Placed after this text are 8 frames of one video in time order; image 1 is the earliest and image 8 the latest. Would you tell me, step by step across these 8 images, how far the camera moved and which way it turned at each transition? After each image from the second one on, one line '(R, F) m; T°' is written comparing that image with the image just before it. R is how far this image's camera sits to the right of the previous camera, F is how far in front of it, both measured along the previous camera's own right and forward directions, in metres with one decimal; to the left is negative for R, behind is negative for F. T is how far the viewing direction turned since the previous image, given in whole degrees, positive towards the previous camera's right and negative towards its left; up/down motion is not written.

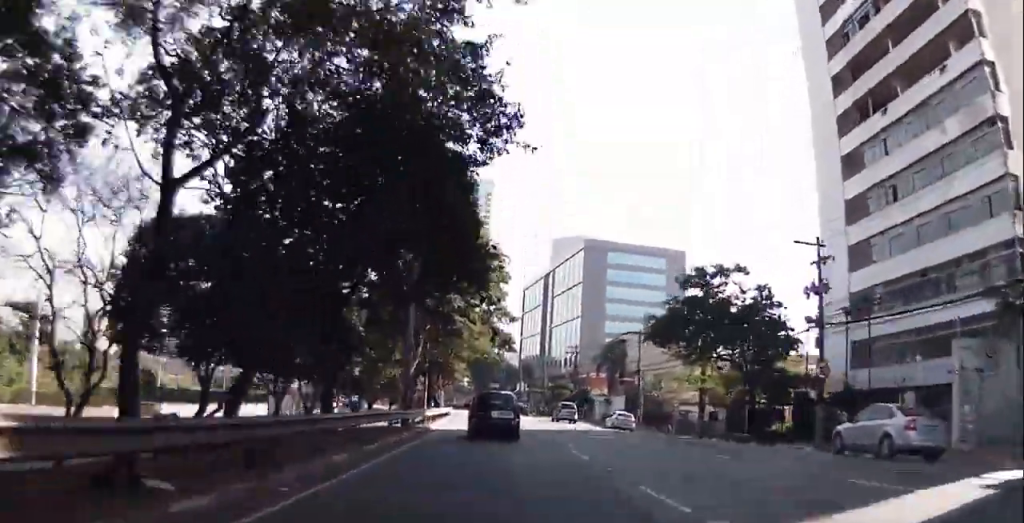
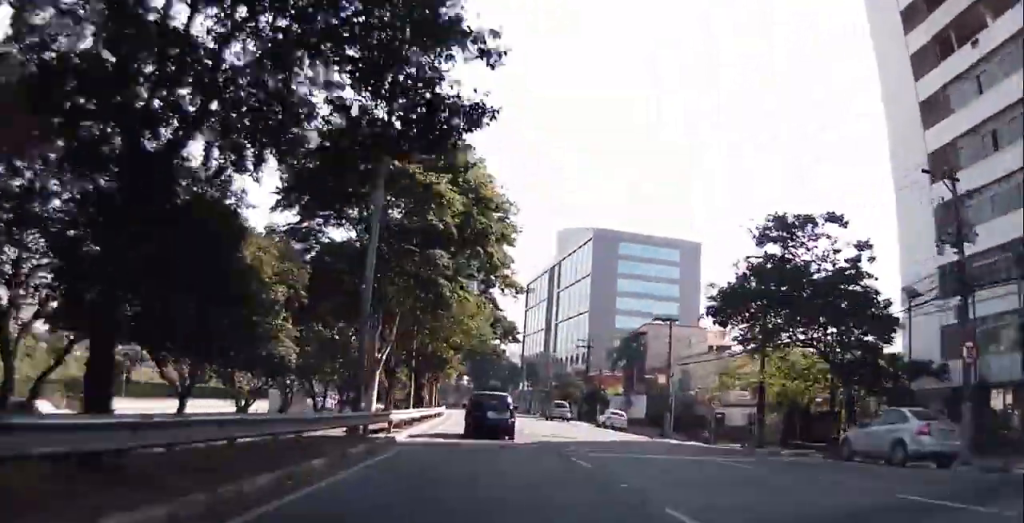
(-0.2, +10.8) m; 0°
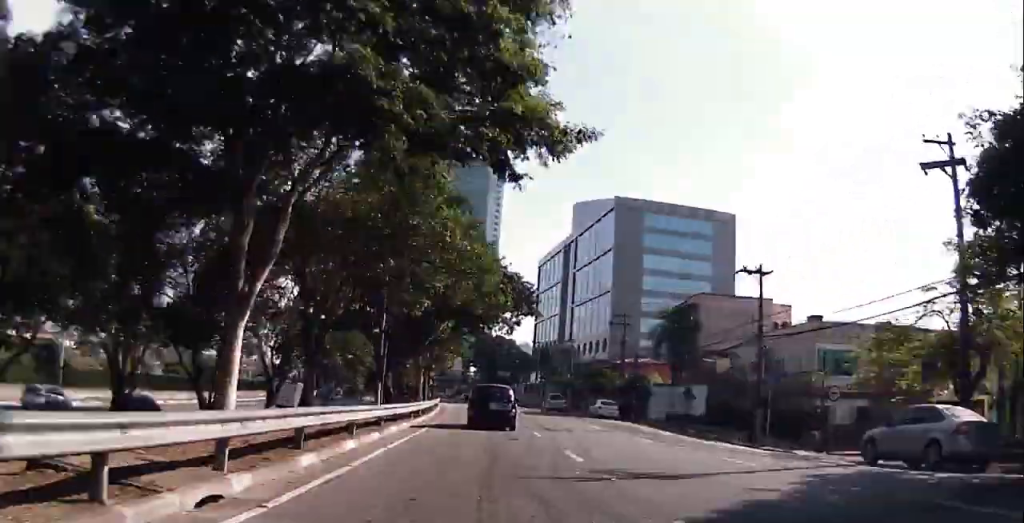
(+0.1, +16.3) m; -1°
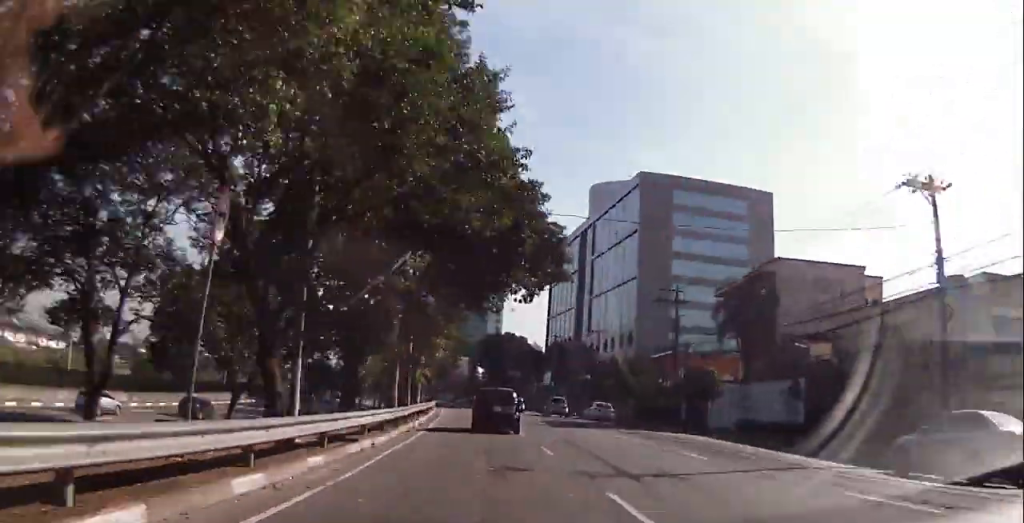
(-0.3, +14.4) m; -1°
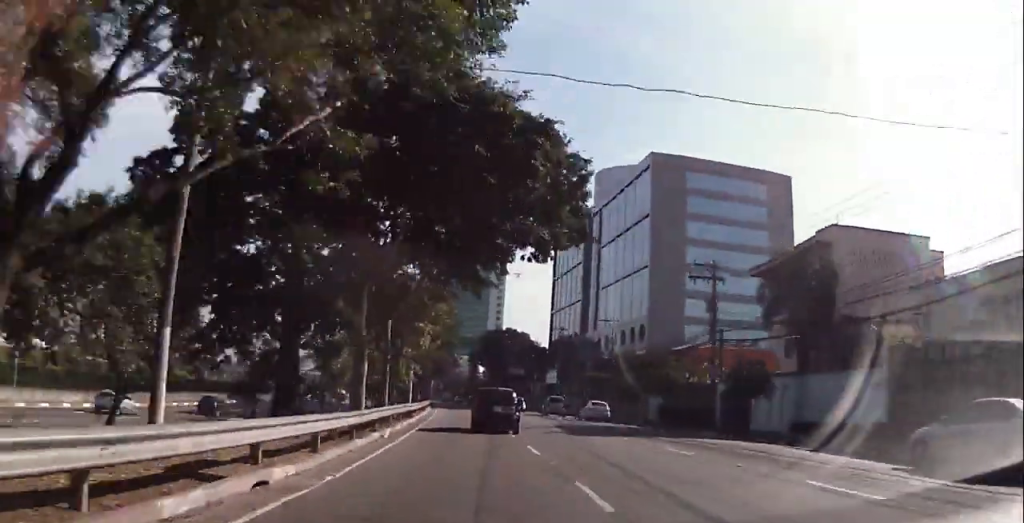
(-0.1, +7.6) m; -1°
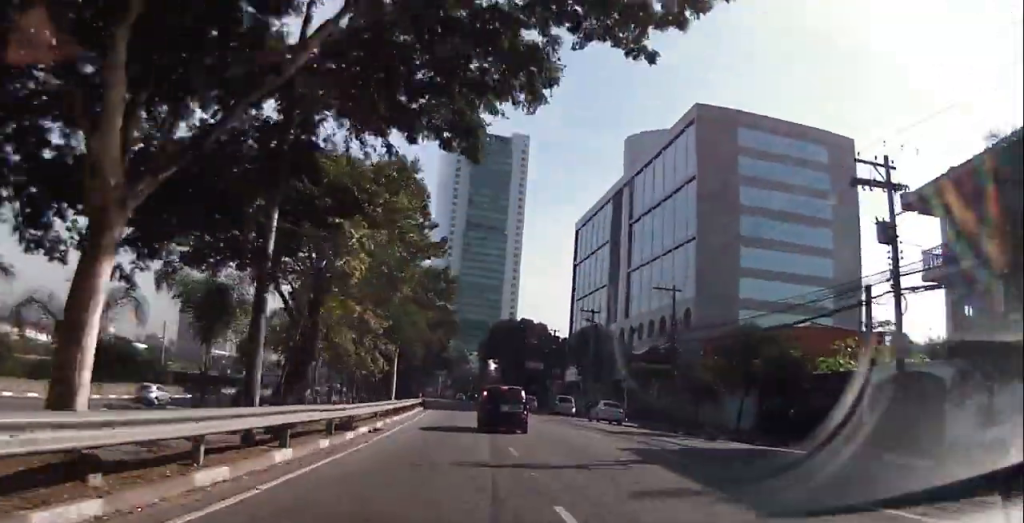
(+0.1, +16.8) m; -1°
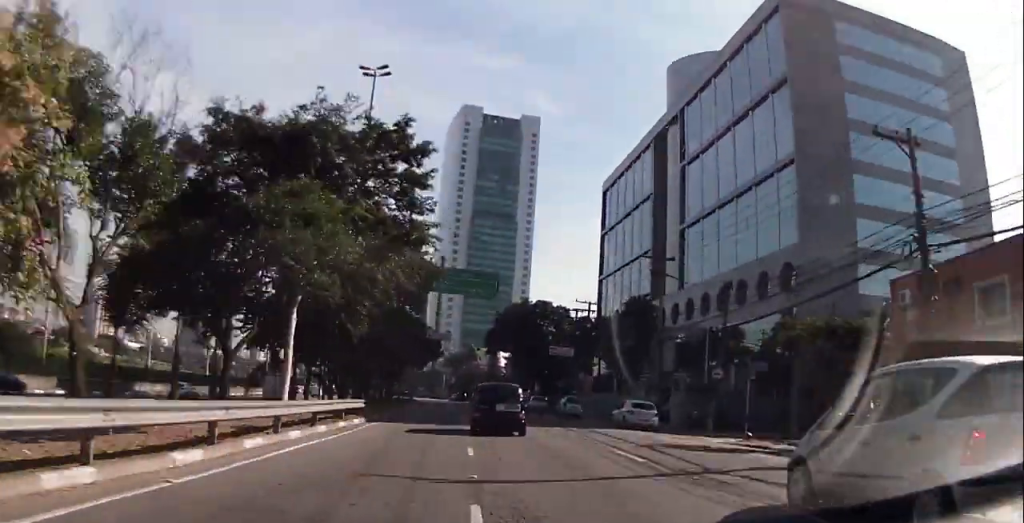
(-1.0, +24.4) m; -1°
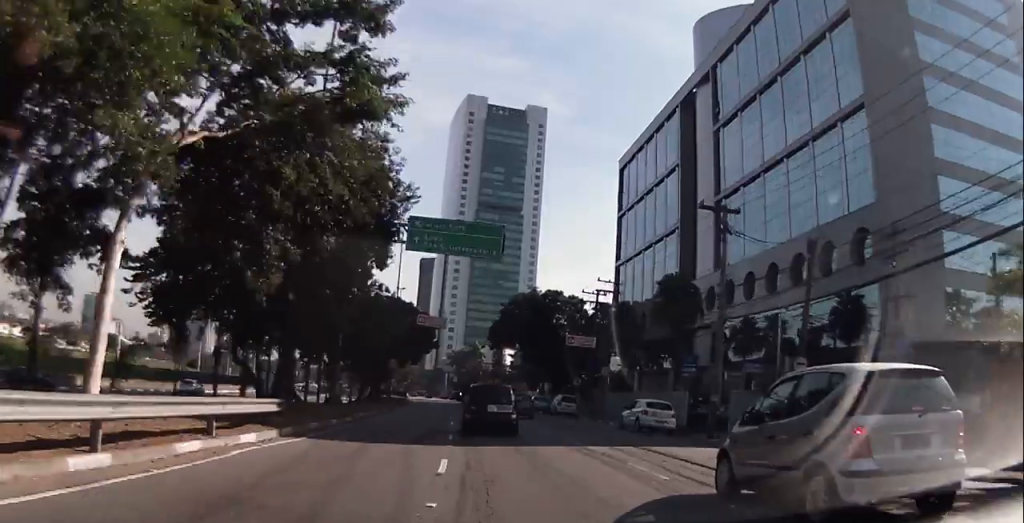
(+0.2, +10.9) m; +1°
